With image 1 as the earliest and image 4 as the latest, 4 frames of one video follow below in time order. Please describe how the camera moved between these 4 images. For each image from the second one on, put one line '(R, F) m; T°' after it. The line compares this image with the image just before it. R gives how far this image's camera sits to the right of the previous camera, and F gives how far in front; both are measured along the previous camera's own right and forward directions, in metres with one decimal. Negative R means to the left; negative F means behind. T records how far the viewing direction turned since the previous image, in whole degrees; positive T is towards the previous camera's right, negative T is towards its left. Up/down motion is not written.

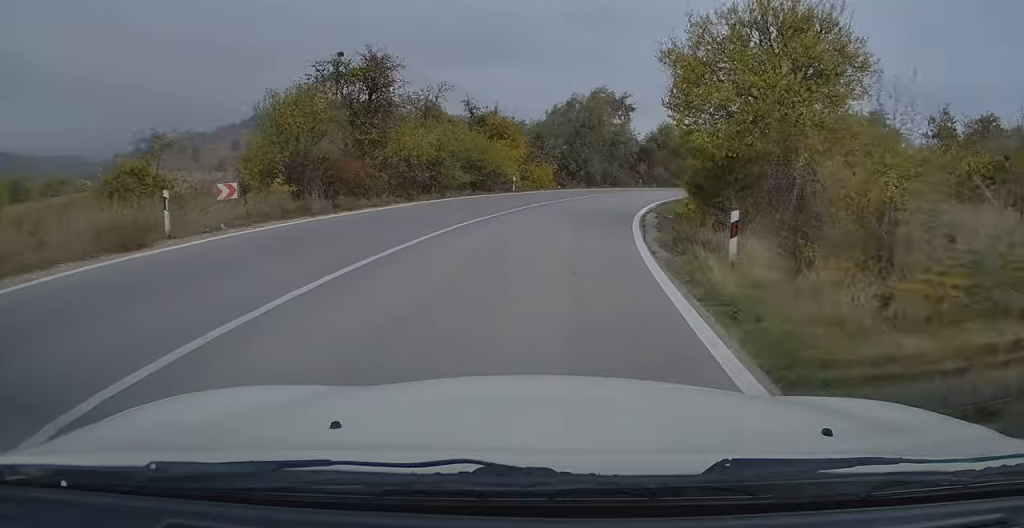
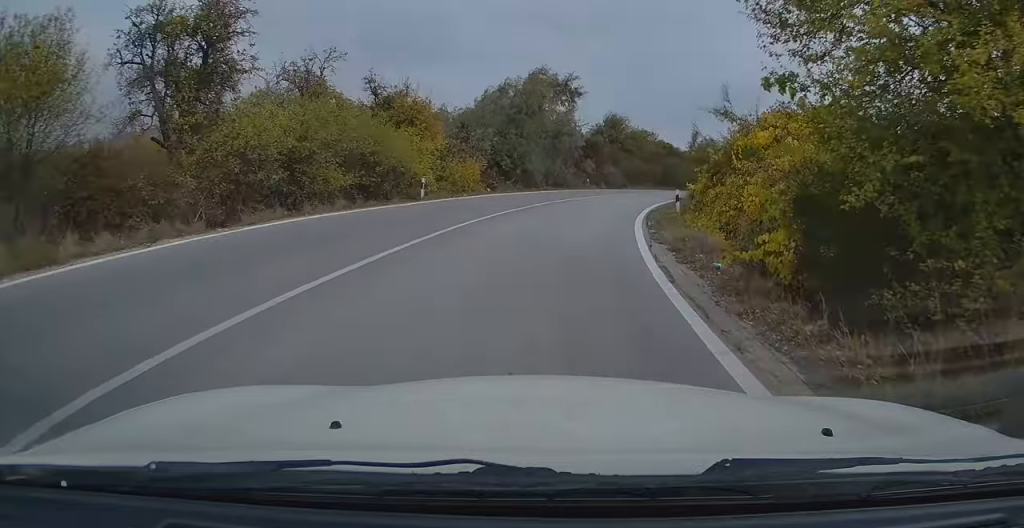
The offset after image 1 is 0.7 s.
(+0.4, +10.3) m; +5°
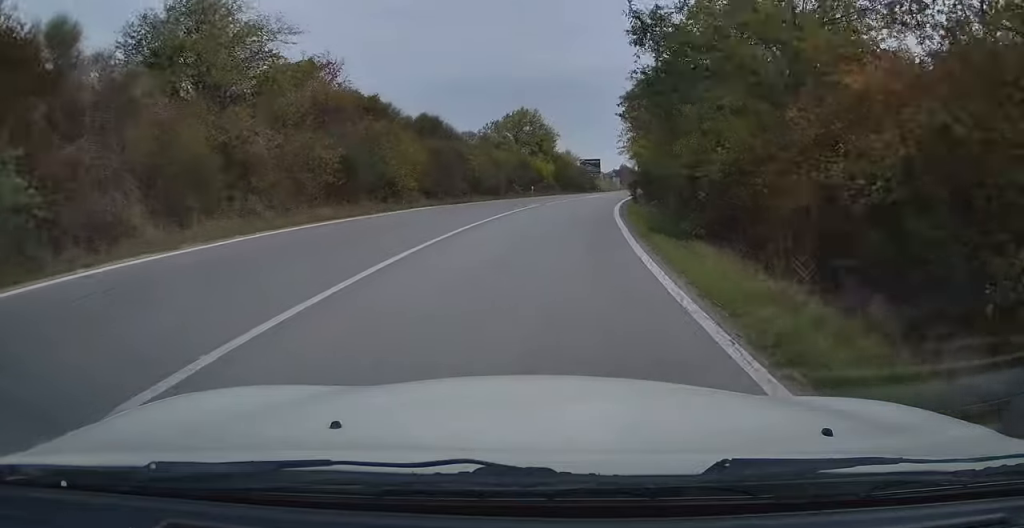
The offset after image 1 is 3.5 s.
(+9.1, +43.3) m; +22°
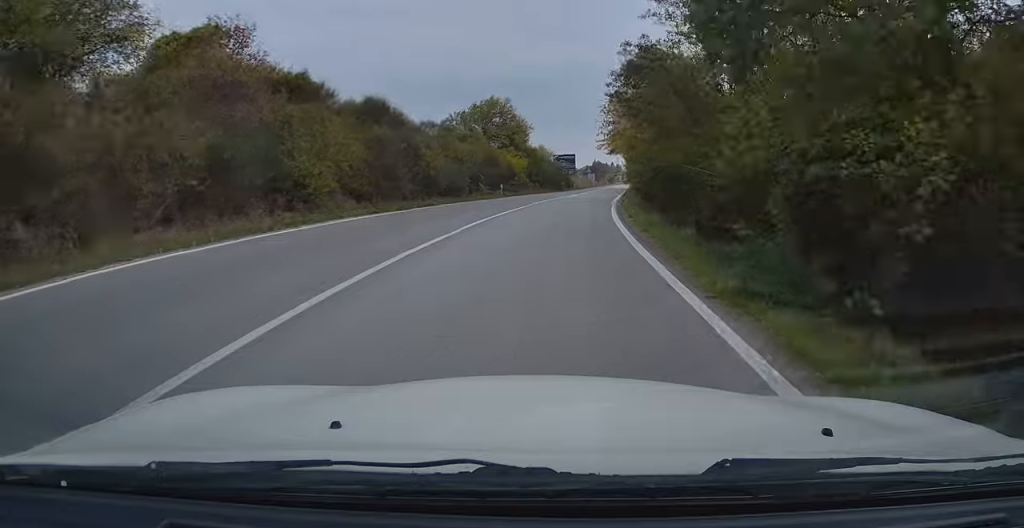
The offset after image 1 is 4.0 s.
(+0.2, +6.9) m; +2°
